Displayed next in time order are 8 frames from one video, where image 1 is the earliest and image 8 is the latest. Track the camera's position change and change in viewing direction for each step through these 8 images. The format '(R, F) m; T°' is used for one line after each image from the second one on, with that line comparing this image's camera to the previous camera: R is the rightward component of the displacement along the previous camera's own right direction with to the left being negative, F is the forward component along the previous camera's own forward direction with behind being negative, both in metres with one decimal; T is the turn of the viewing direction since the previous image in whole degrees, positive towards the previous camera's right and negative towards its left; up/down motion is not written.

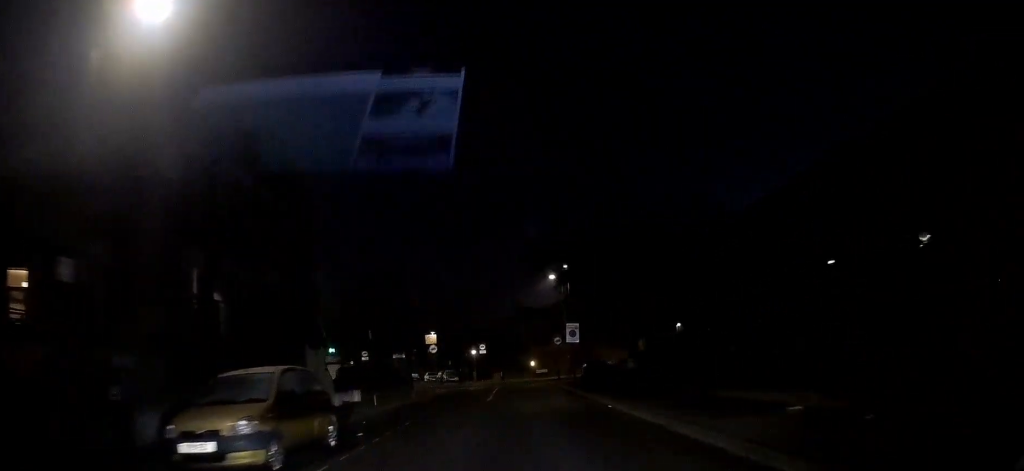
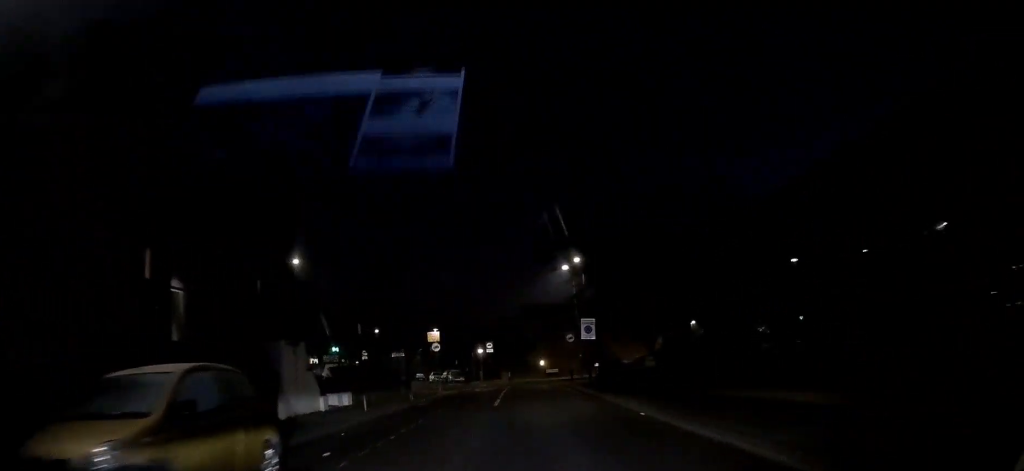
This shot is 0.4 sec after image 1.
(0.0, +3.2) m; -1°
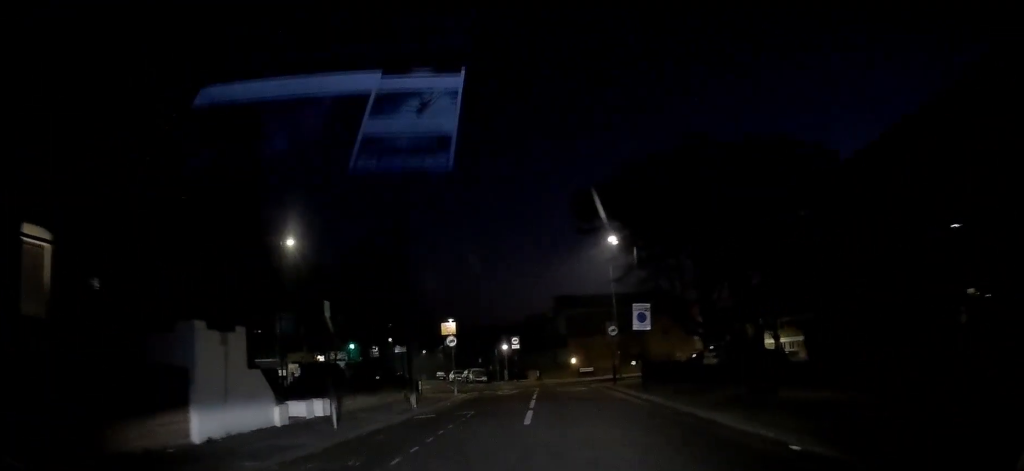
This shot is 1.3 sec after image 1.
(-0.1, +6.9) m; -2°
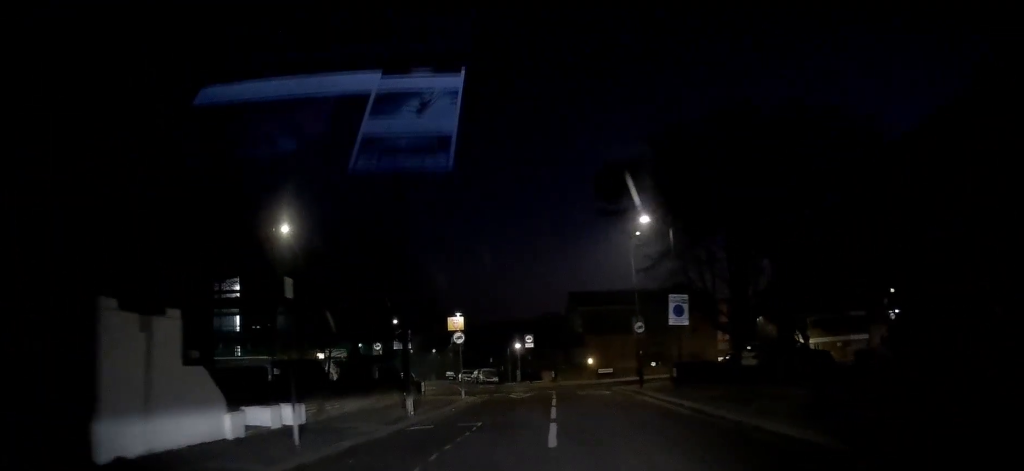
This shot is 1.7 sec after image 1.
(-0.1, +3.7) m; -1°
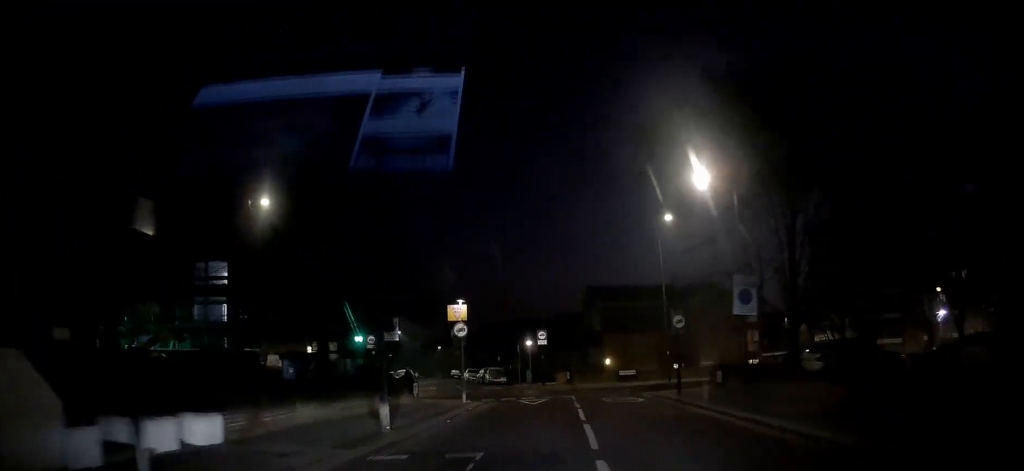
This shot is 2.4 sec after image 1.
(0.0, +5.4) m; 0°
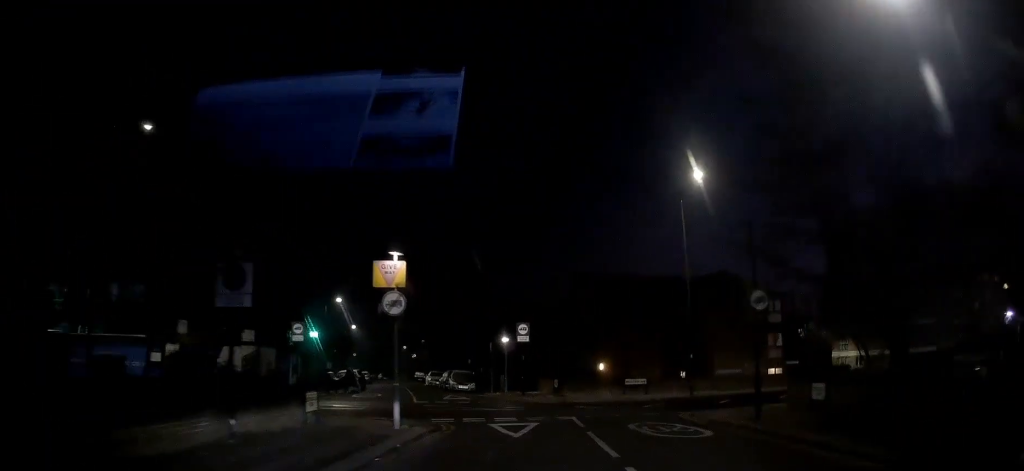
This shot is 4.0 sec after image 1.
(+0.2, +11.1) m; +1°
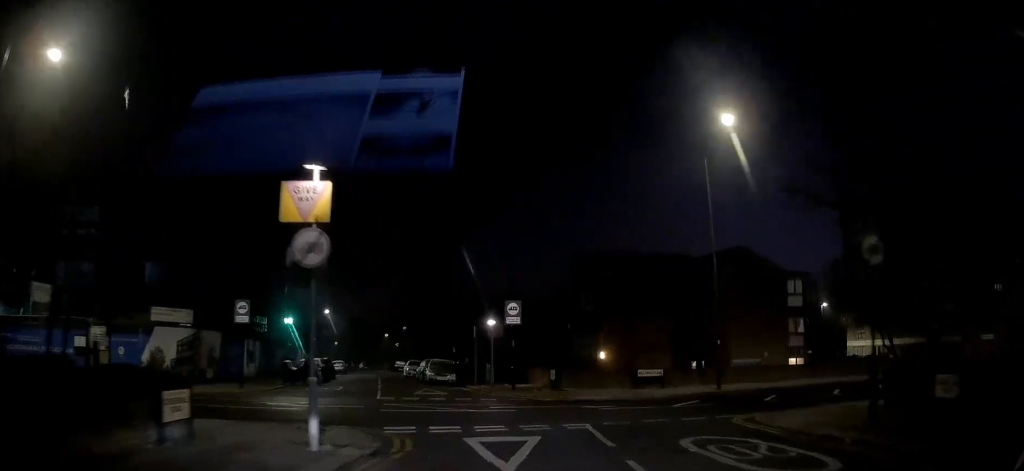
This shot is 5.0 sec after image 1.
(0.0, +6.1) m; 0°
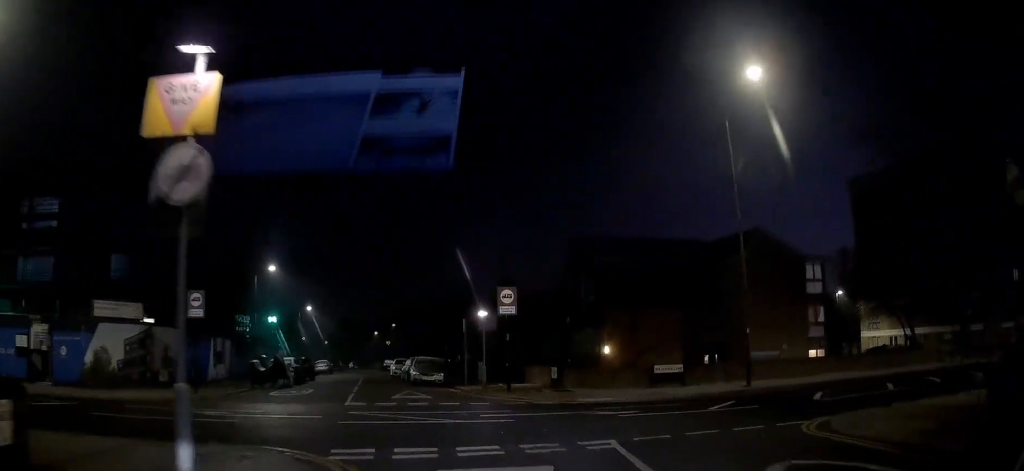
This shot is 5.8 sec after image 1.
(0.0, +3.7) m; +1°
